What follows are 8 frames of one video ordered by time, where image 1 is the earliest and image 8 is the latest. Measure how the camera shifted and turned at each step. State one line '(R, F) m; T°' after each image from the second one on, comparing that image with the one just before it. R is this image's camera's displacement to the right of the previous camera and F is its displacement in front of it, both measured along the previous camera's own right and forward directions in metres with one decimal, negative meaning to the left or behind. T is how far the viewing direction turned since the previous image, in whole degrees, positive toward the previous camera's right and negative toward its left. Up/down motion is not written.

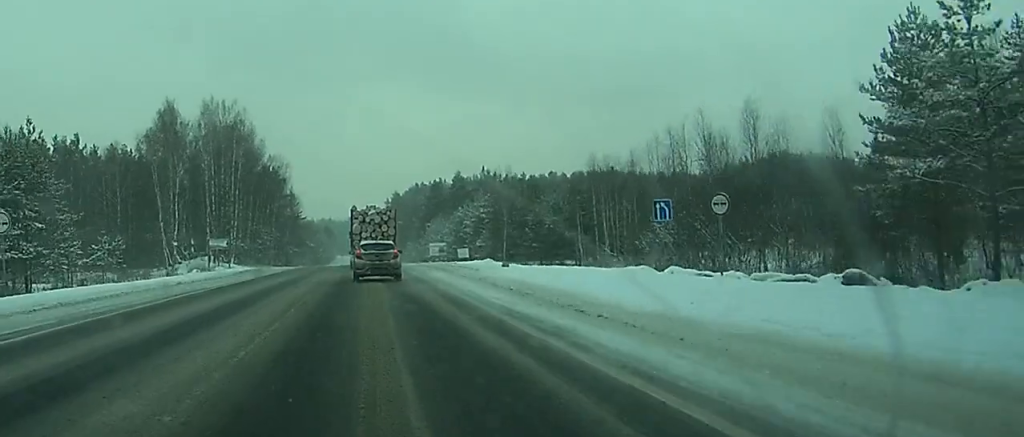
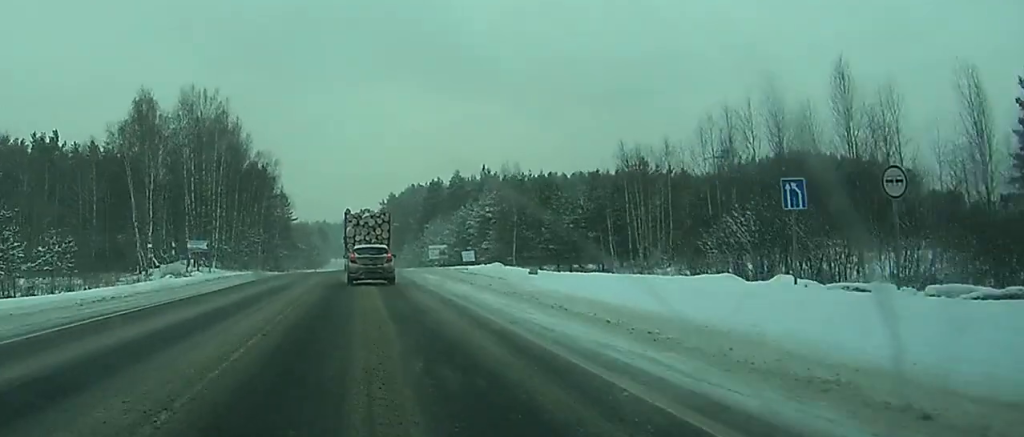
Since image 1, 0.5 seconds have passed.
(0.0, +9.7) m; 0°
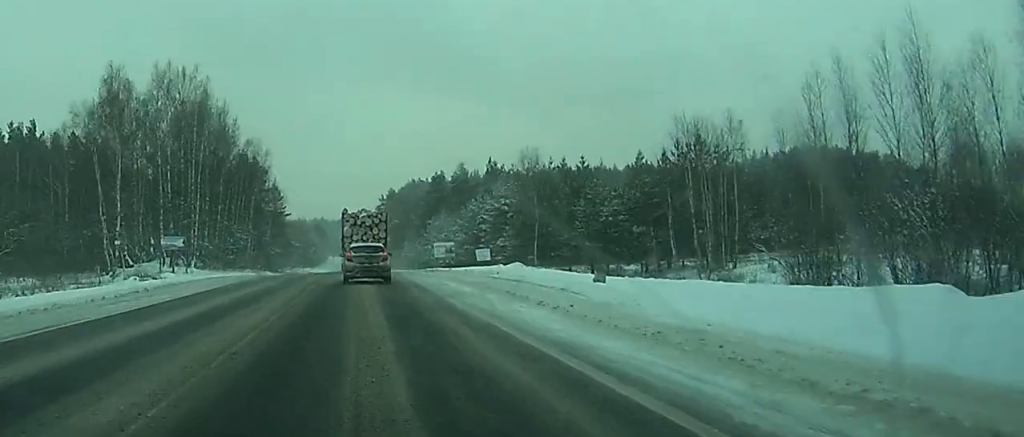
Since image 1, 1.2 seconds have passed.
(0.0, +11.6) m; 0°
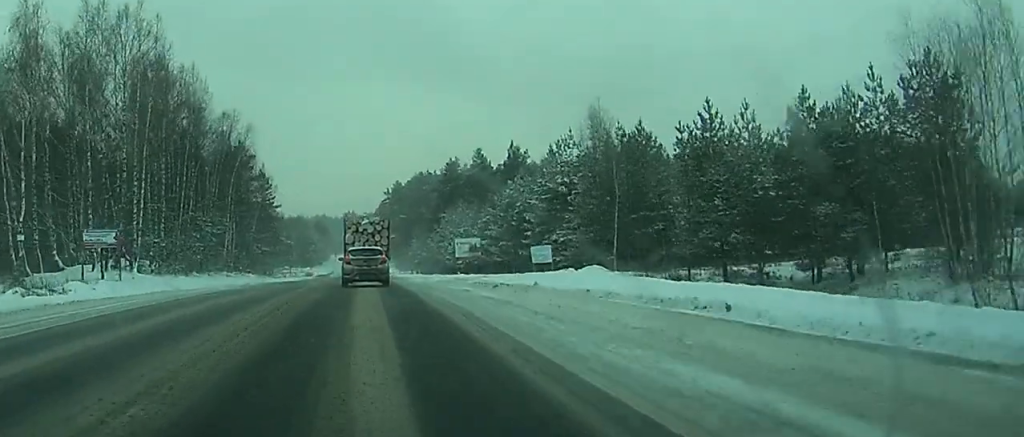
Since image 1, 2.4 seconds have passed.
(0.0, +23.4) m; 0°
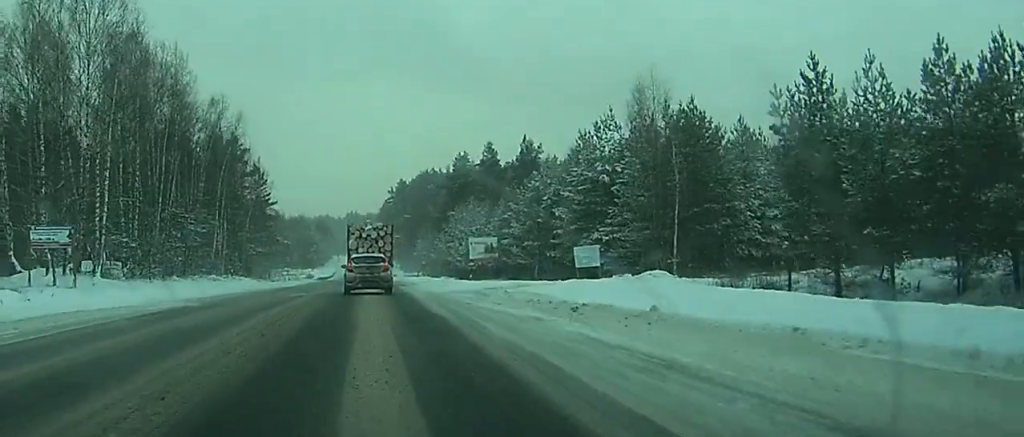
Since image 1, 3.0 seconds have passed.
(0.0, +10.0) m; 0°
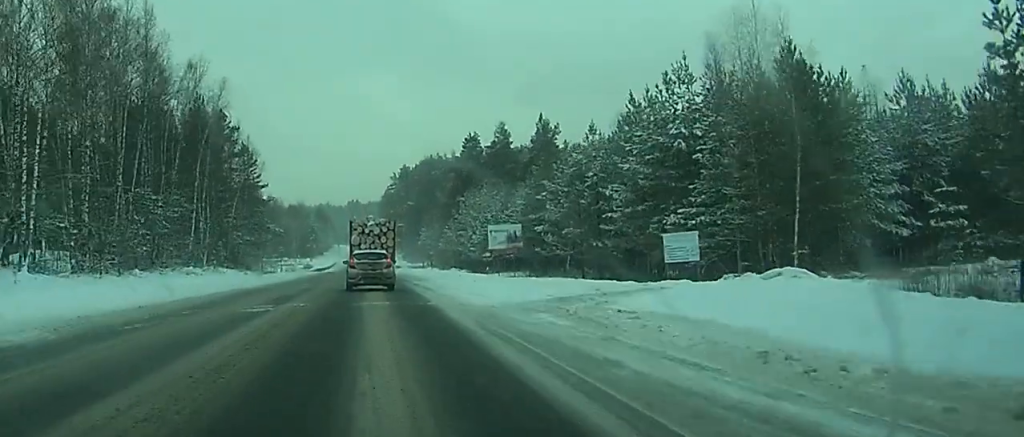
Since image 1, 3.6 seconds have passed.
(0.0, +12.6) m; 0°
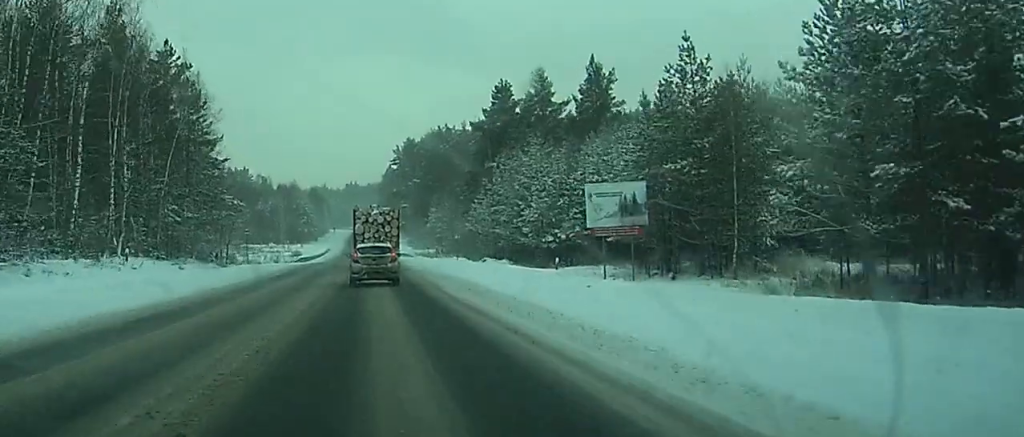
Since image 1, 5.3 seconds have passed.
(-0.1, +33.1) m; 0°
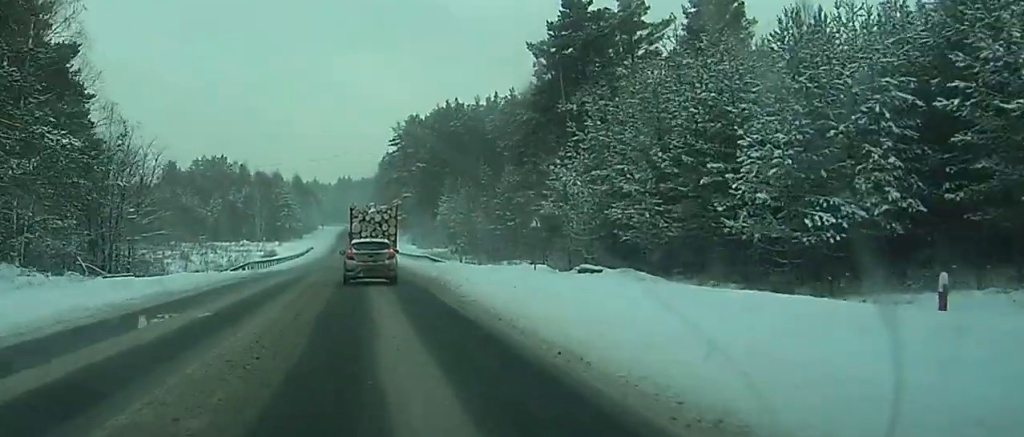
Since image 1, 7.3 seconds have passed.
(+0.1, +40.3) m; 0°
